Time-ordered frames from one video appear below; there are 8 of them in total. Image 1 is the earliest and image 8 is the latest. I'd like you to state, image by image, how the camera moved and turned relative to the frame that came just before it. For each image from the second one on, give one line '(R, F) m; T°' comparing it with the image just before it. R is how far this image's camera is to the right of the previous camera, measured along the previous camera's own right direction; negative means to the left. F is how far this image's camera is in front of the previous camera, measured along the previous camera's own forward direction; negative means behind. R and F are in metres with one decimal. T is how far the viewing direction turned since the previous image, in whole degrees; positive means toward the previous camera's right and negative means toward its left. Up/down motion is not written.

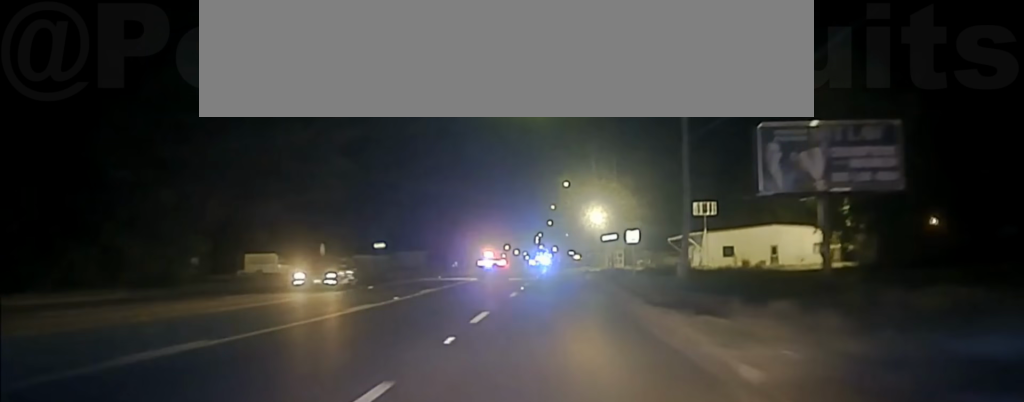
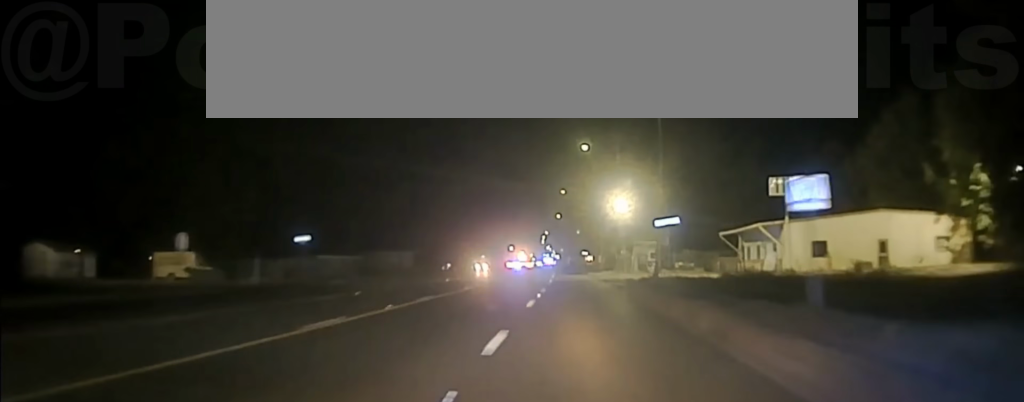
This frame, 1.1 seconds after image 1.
(+0.2, +30.5) m; 0°
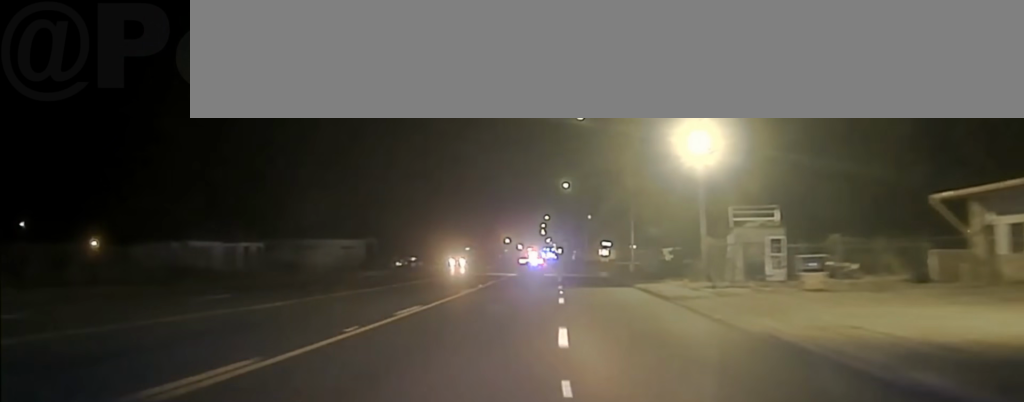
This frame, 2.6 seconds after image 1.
(-0.6, +48.3) m; -1°
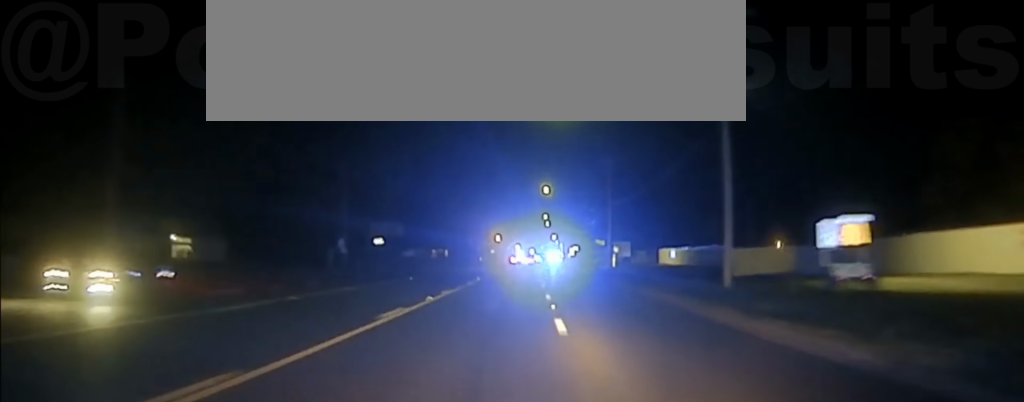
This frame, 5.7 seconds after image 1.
(+0.2, +101.8) m; 0°
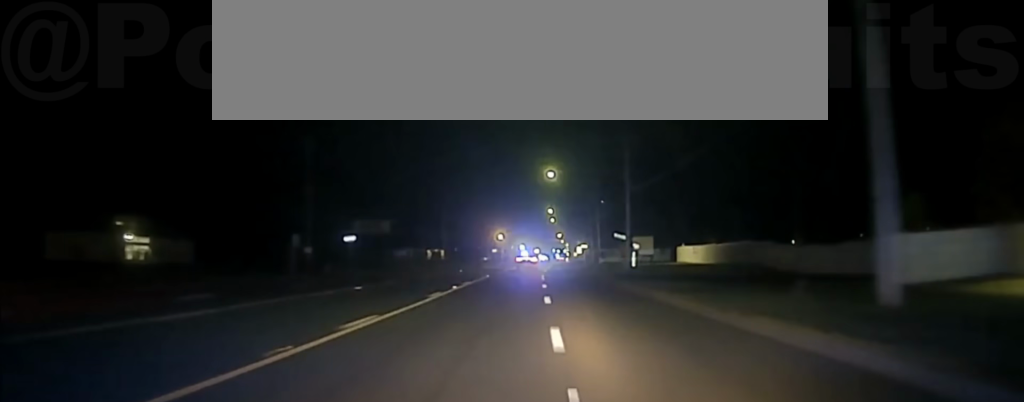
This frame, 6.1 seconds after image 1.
(0.0, +14.0) m; 0°
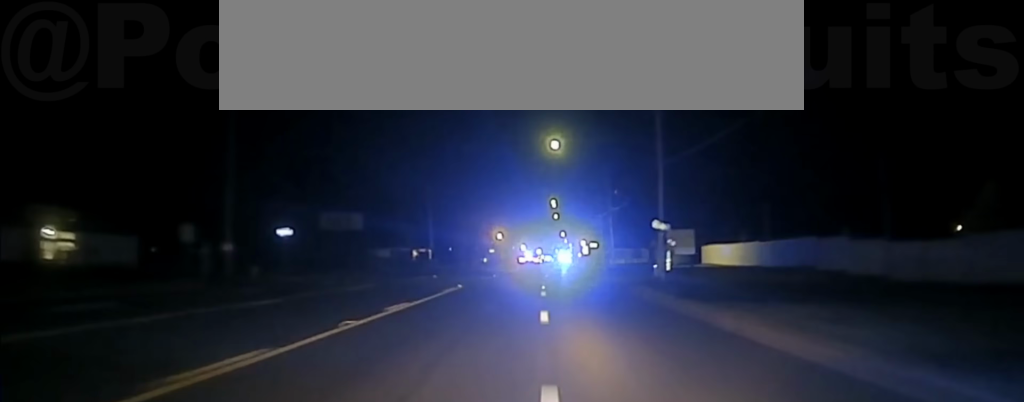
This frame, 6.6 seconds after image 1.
(0.0, +17.9) m; 0°
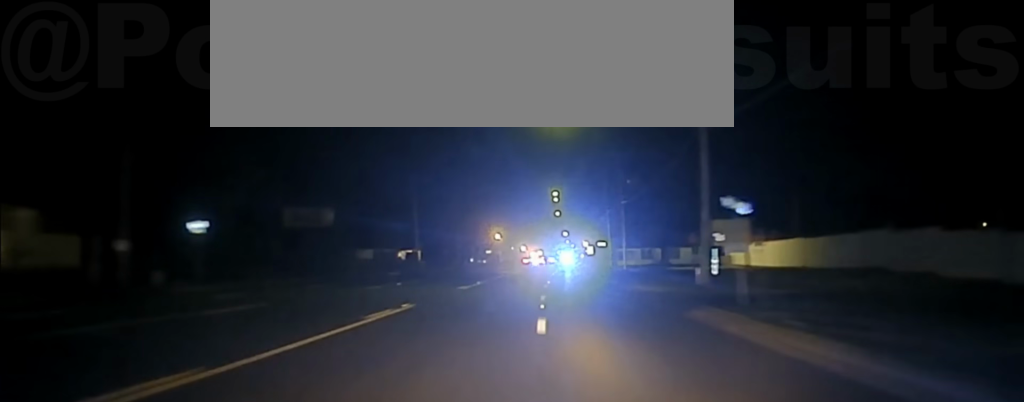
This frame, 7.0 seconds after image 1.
(-0.2, +16.0) m; 0°
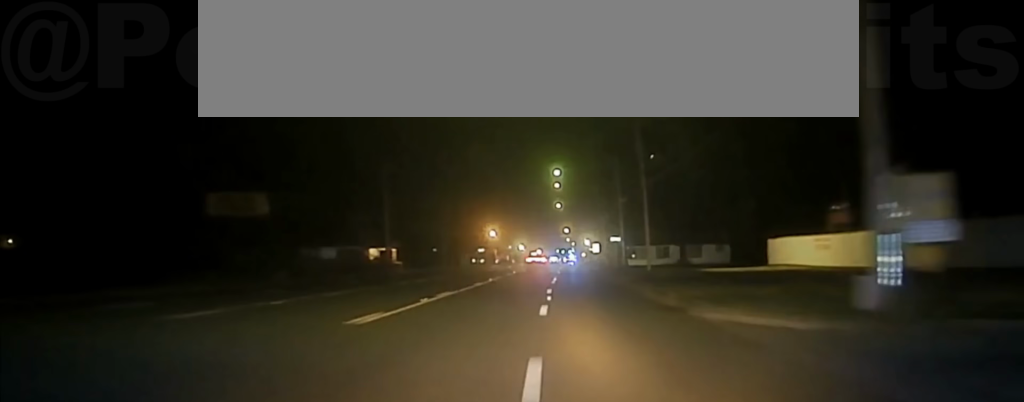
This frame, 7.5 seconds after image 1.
(-0.1, +18.8) m; 0°
